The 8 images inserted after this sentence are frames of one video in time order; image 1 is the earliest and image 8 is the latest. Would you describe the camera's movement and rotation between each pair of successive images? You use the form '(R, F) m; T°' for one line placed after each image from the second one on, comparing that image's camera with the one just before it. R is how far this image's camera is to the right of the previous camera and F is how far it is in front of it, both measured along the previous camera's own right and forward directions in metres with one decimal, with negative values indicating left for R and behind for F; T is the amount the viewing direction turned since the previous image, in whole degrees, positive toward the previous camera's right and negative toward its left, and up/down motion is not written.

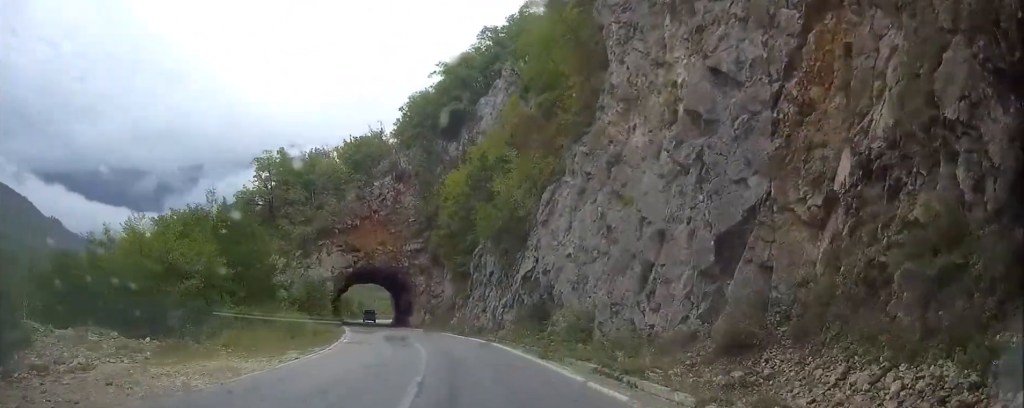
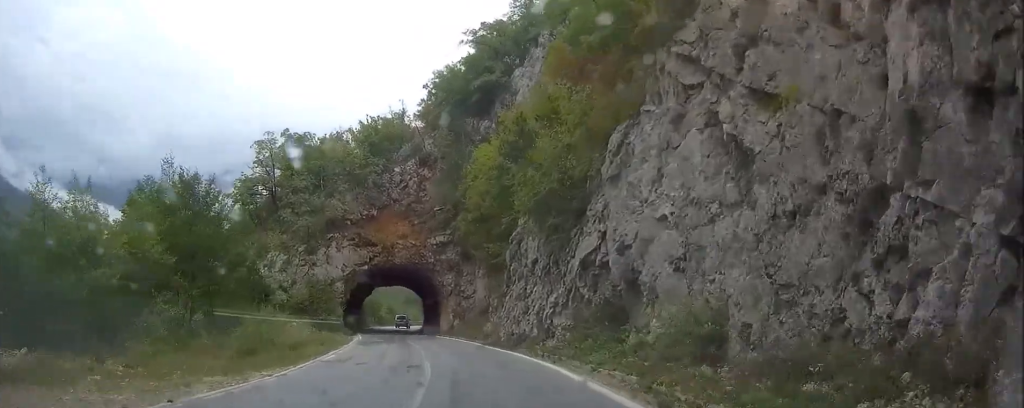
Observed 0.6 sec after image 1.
(-0.4, +9.4) m; -3°
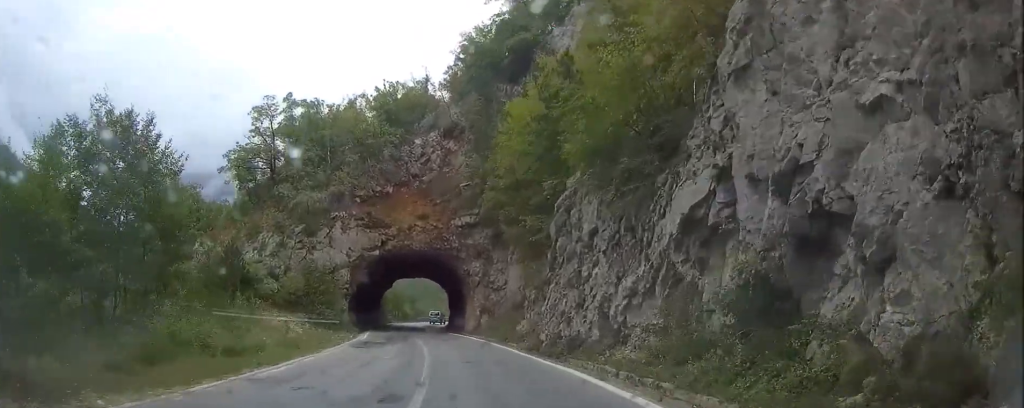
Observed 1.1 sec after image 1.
(-0.2, +8.9) m; -1°
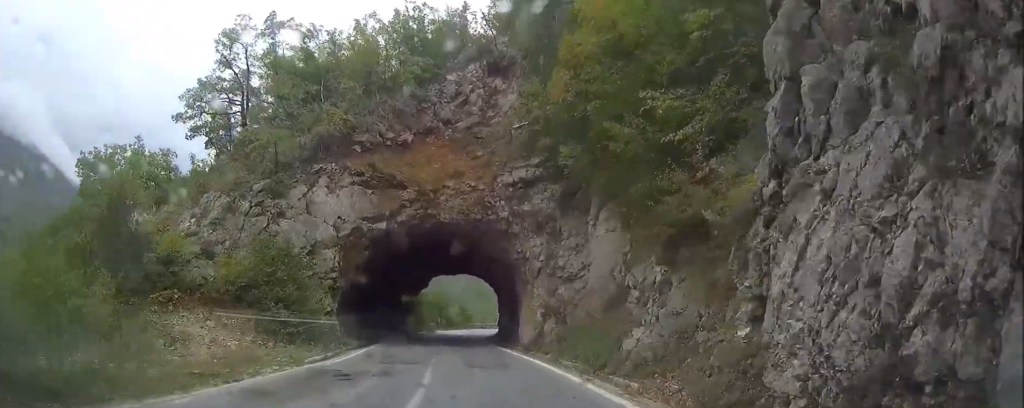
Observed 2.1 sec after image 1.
(-0.2, +16.7) m; -1°
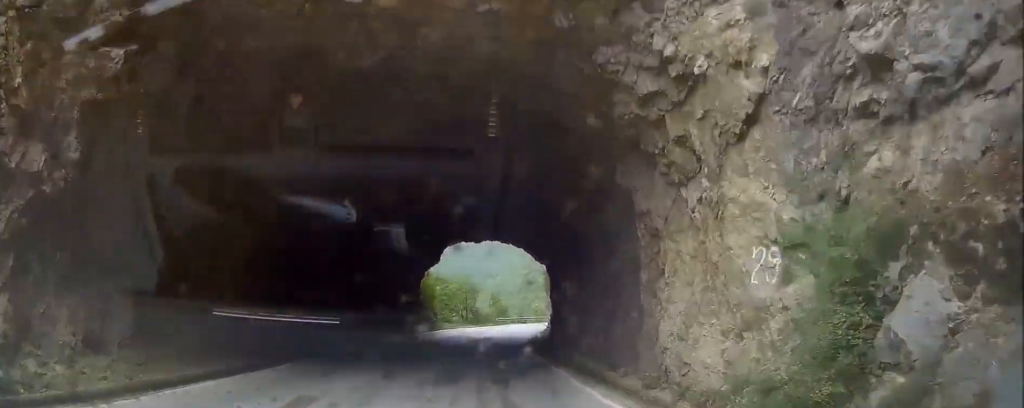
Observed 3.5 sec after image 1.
(-0.2, +23.5) m; -1°
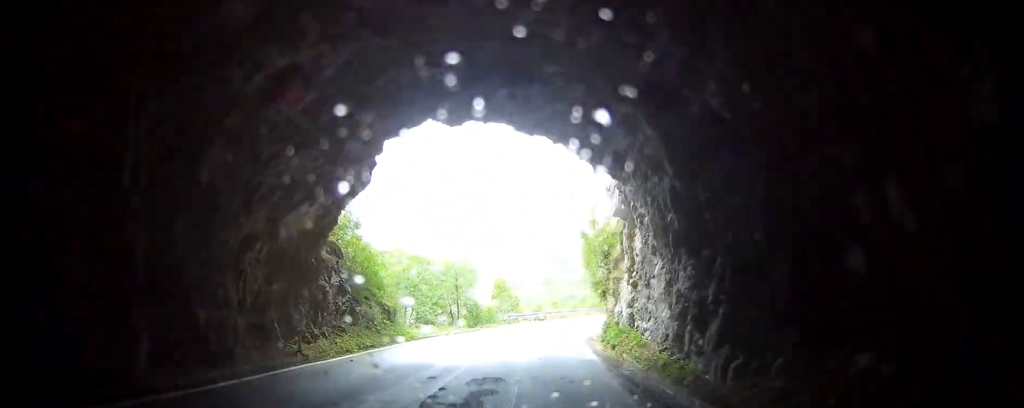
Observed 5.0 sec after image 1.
(-0.4, +26.1) m; -1°
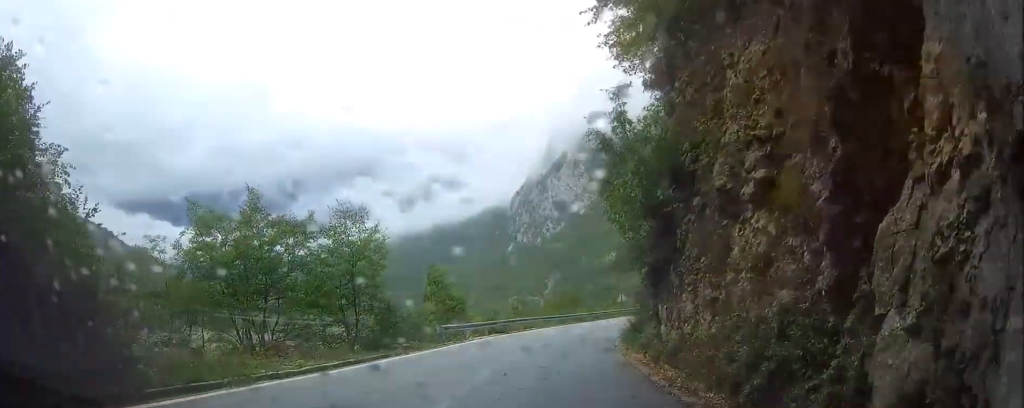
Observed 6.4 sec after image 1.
(+0.4, +21.3) m; +3°
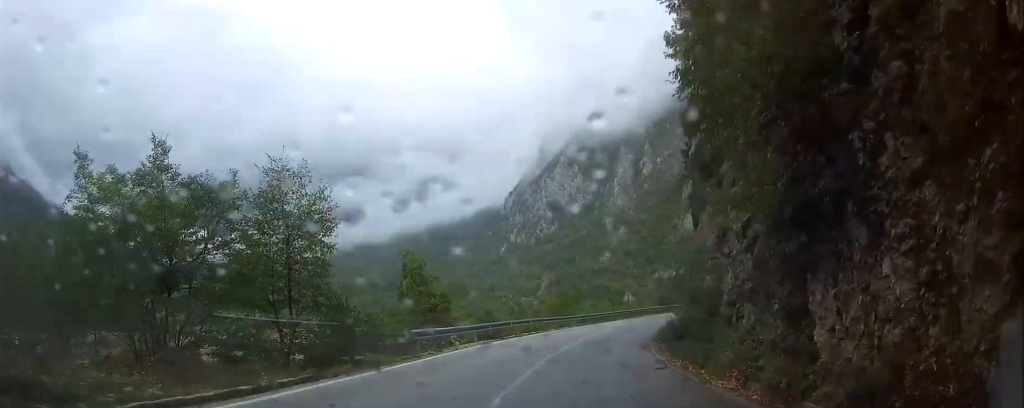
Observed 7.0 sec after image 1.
(+0.1, +8.2) m; +3°
